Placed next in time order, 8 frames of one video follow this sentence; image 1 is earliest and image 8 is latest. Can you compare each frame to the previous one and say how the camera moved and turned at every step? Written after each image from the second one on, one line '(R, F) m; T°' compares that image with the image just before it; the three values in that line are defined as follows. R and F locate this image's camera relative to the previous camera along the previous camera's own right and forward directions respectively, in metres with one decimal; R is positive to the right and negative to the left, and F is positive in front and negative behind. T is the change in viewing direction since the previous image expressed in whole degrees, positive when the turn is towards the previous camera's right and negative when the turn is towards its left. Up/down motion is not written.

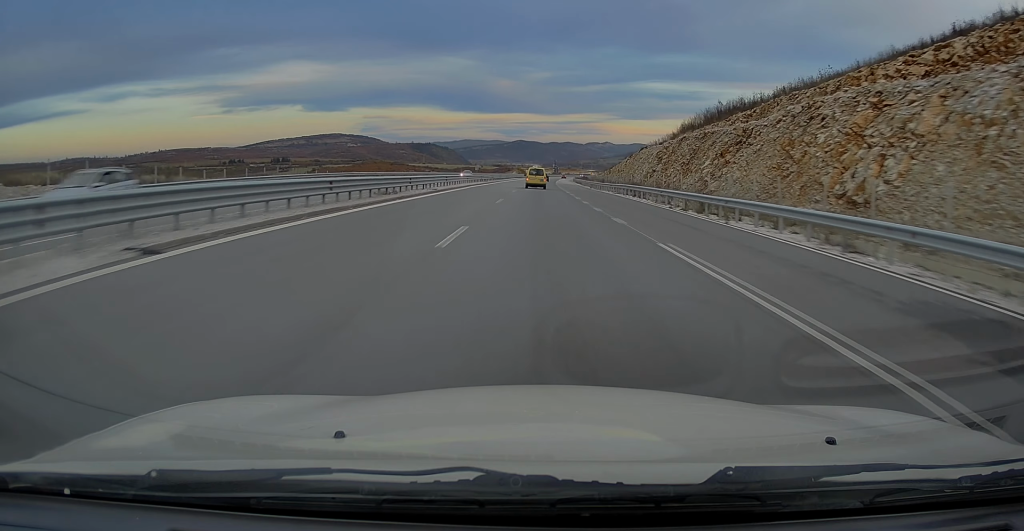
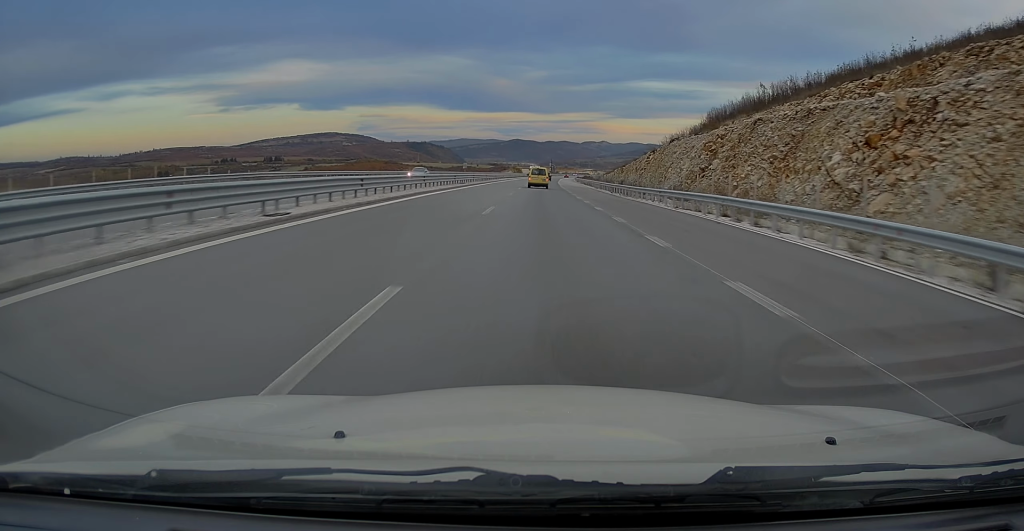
(+0.1, +21.6) m; 0°
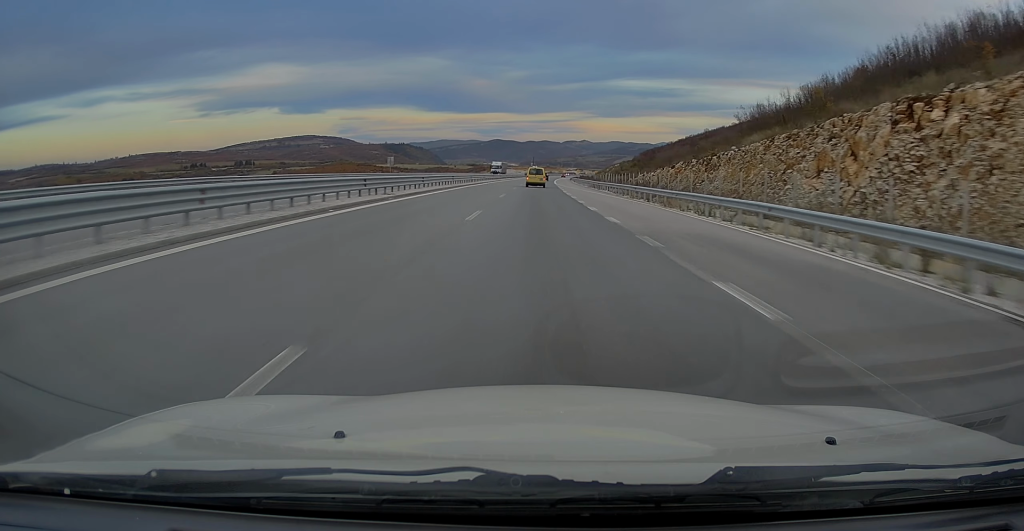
(+0.7, +68.5) m; +2°
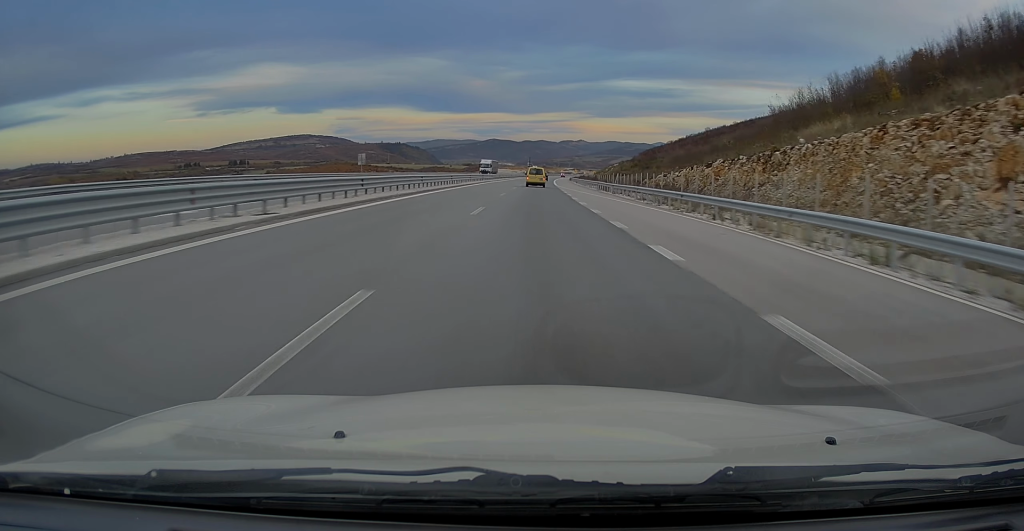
(+0.1, +14.3) m; 0°
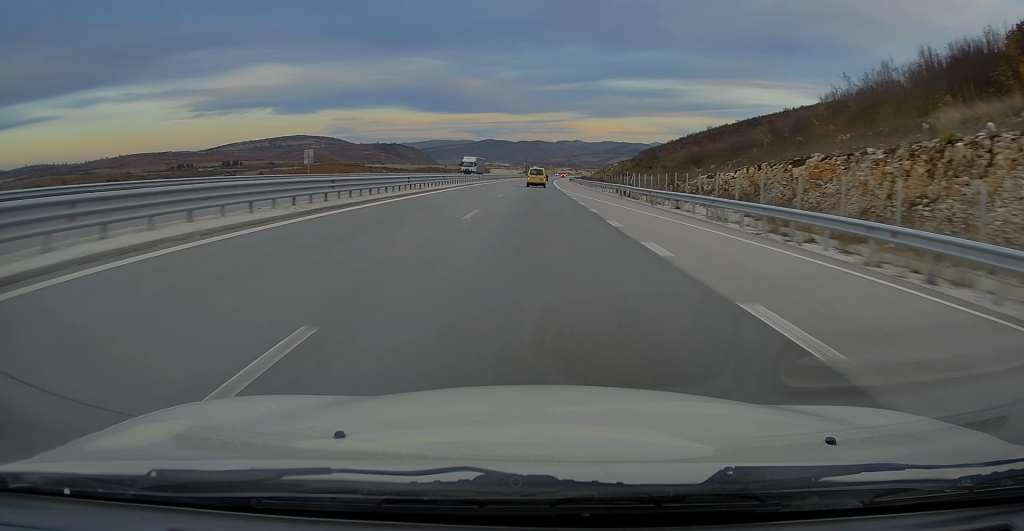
(0.0, +17.9) m; 0°
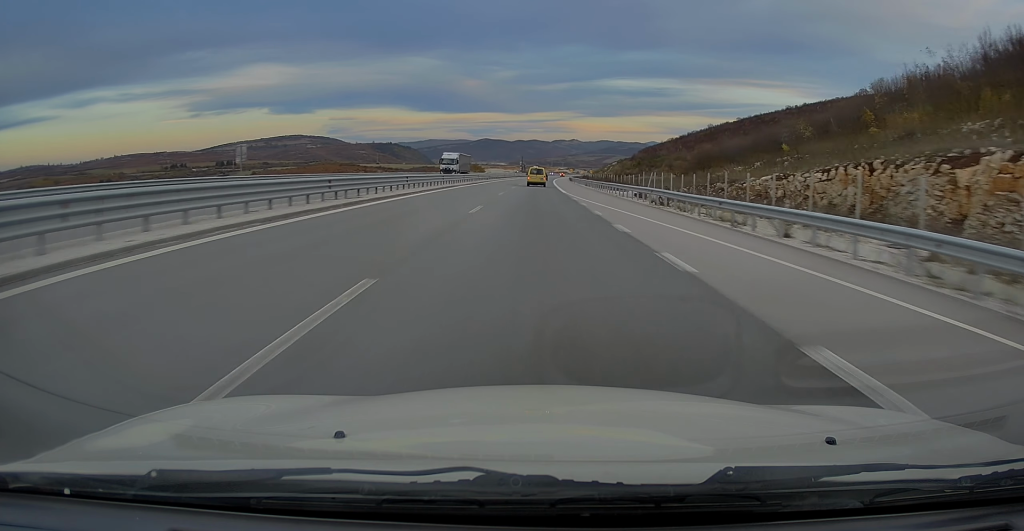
(0.0, +13.9) m; 0°
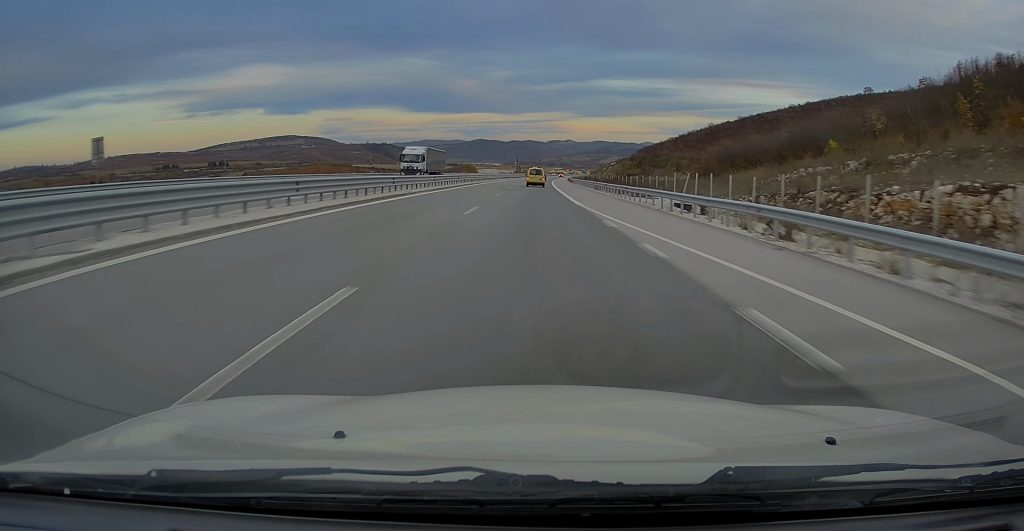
(-0.1, +16.6) m; +1°
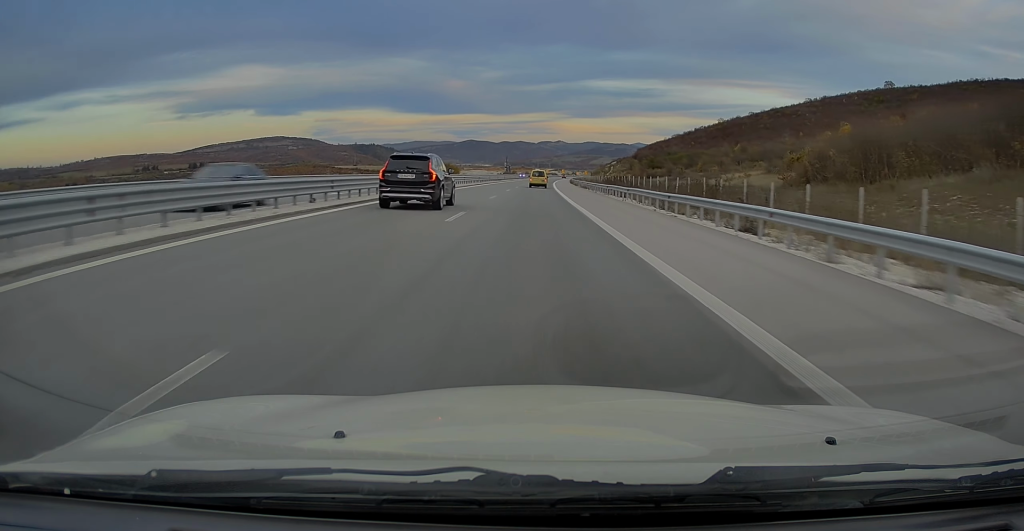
(+0.8, +50.1) m; +1°
